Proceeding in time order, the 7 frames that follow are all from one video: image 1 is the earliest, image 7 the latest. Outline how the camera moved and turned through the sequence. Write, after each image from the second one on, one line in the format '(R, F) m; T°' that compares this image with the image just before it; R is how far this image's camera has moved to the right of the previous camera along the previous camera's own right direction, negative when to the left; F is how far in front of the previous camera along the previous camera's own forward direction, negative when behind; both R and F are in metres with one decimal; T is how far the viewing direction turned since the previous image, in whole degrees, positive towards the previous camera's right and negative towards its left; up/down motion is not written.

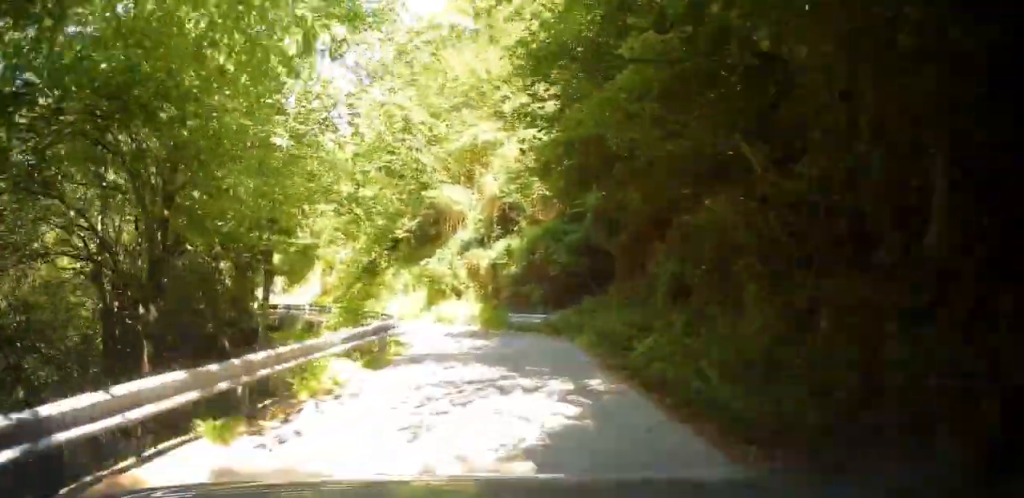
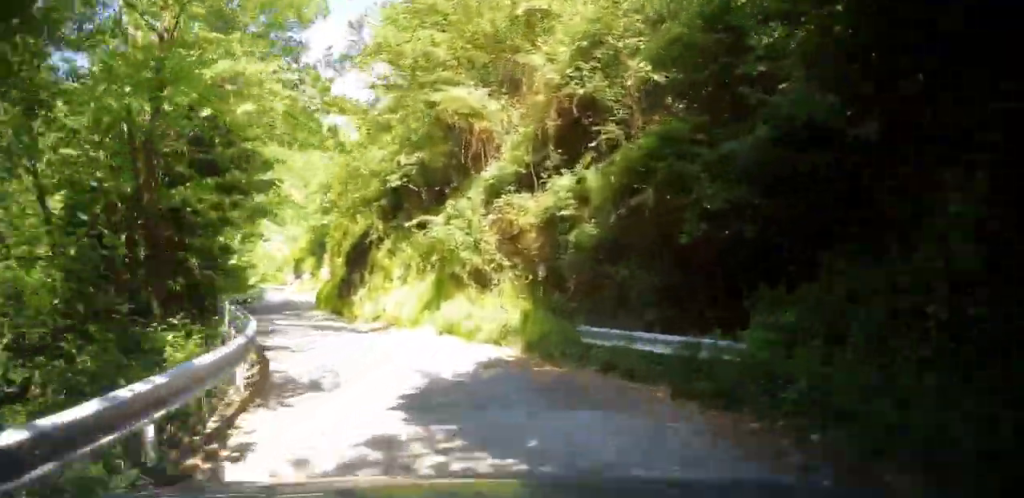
(-0.9, +12.4) m; -8°
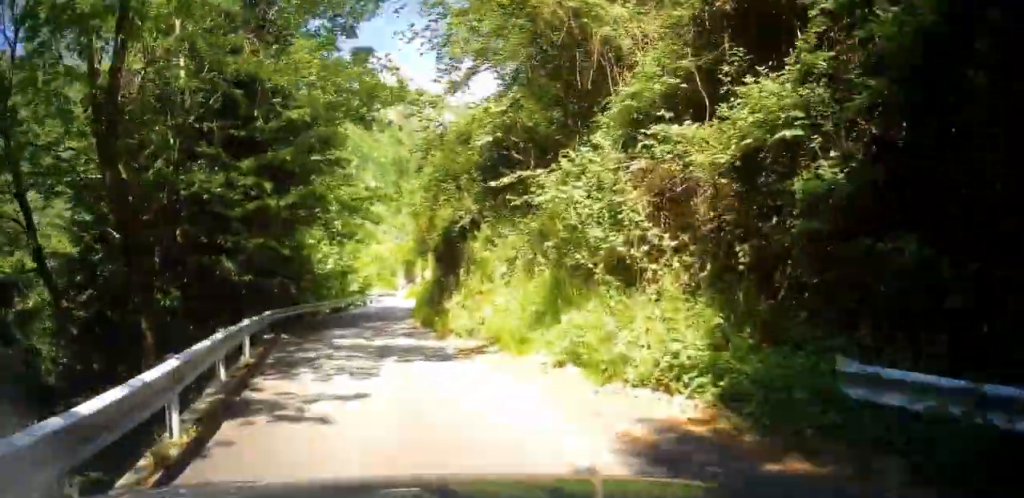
(+0.3, +5.7) m; -6°
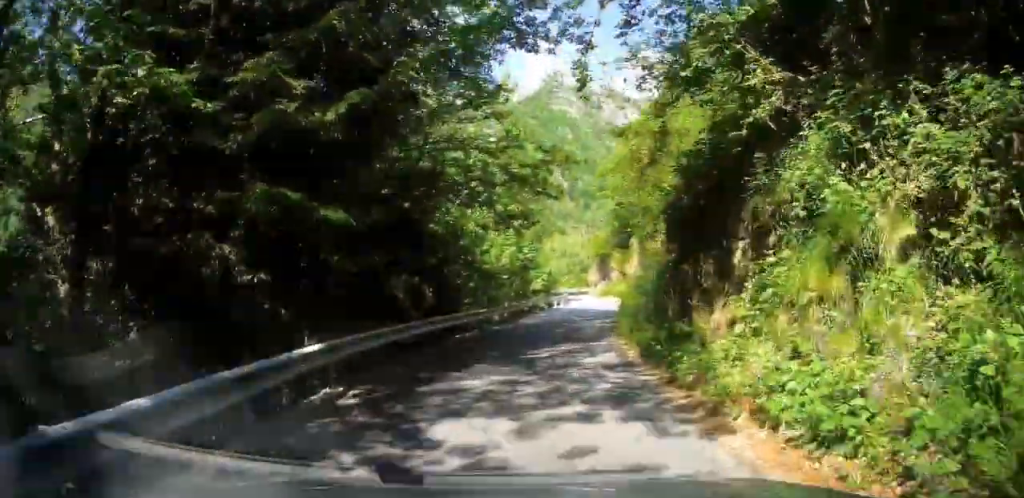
(-1.0, +9.3) m; -8°
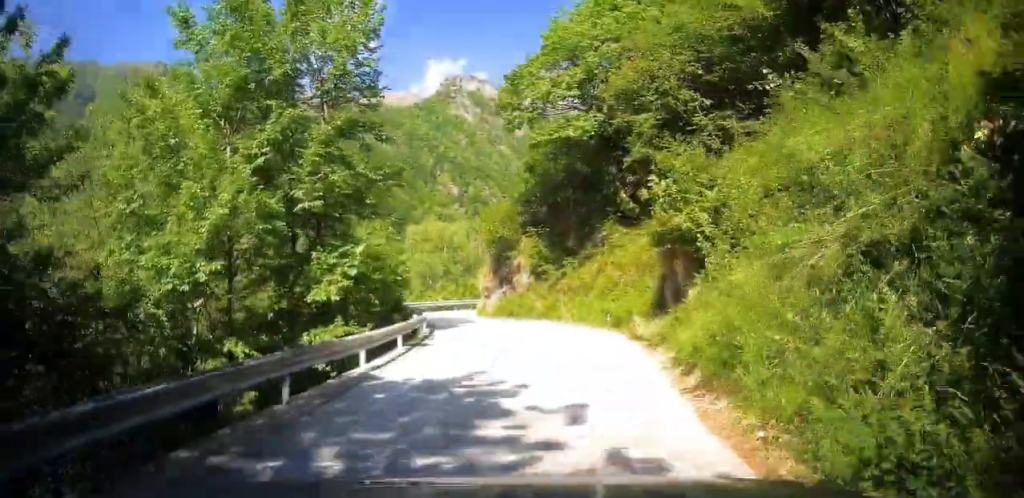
(+0.1, +26.1) m; +8°
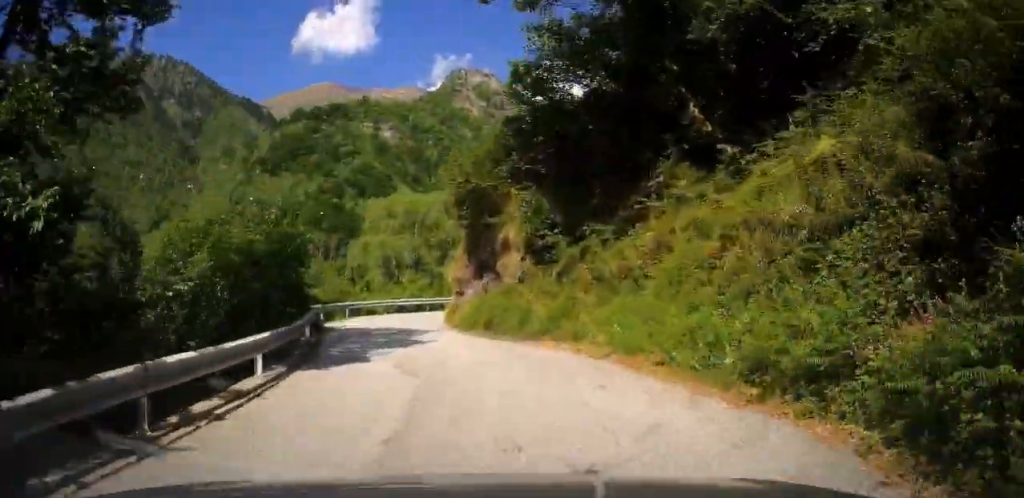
(+0.5, +12.7) m; -3°
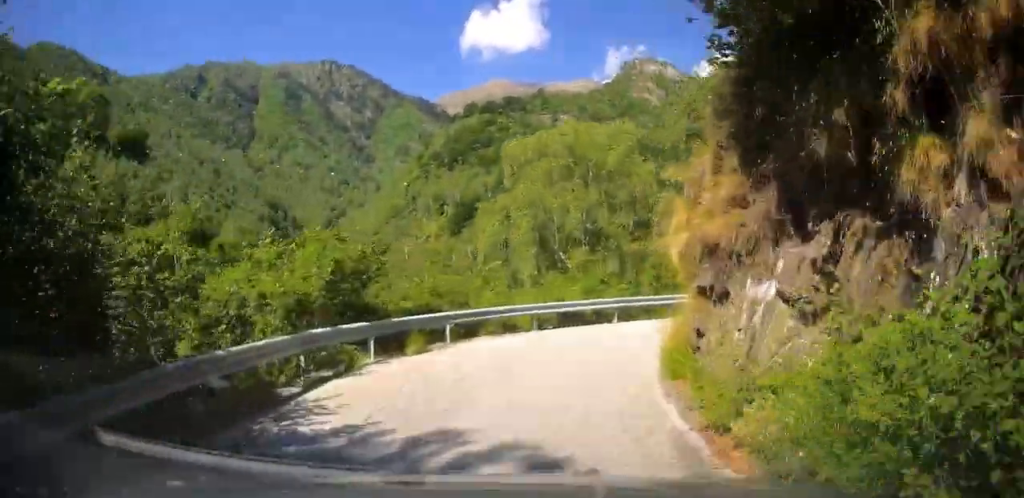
(-1.7, +14.5) m; -8°
